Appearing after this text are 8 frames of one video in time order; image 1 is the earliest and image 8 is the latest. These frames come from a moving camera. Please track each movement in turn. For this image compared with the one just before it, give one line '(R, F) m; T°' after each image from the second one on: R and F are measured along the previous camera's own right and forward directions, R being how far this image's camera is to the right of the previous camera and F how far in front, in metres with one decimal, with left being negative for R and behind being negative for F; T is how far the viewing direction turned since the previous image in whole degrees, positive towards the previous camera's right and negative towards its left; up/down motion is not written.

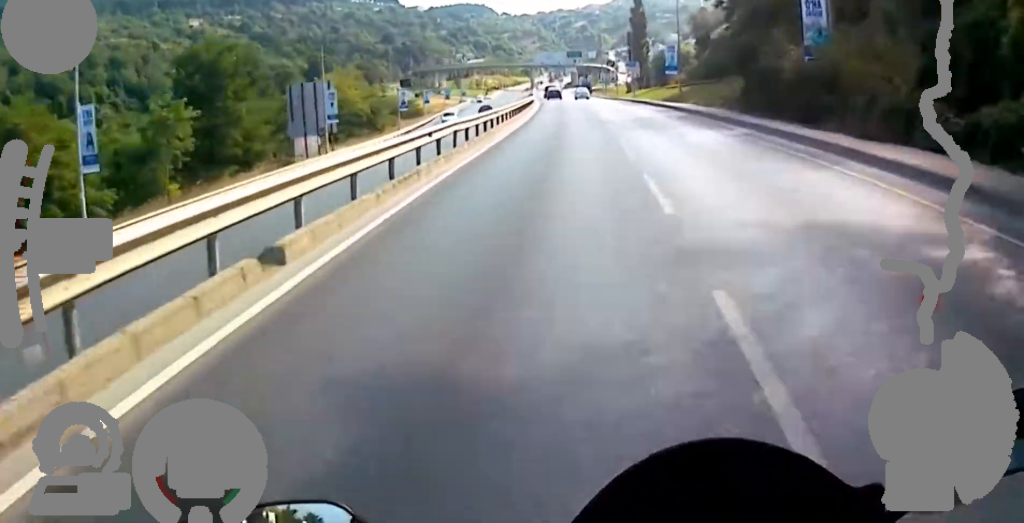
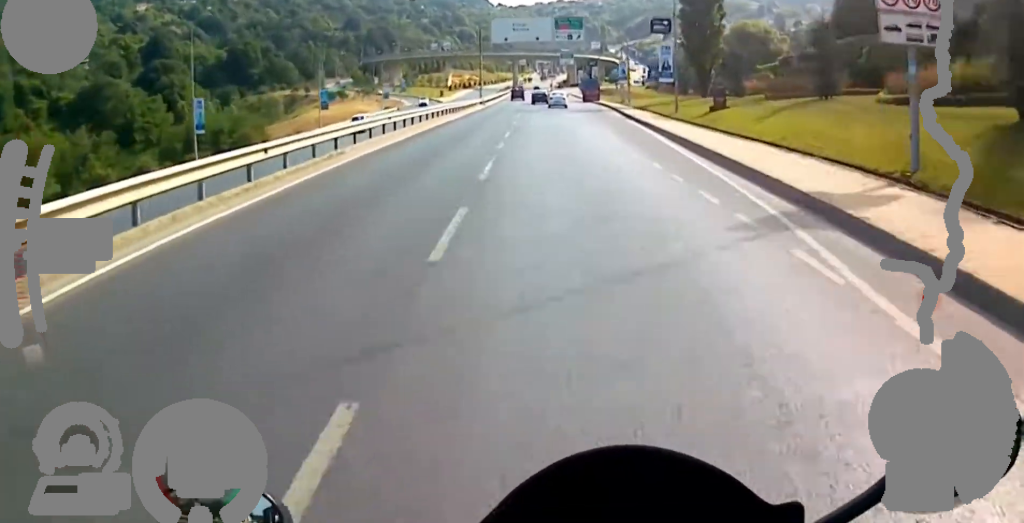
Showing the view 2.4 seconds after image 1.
(-3.6, +69.0) m; -3°
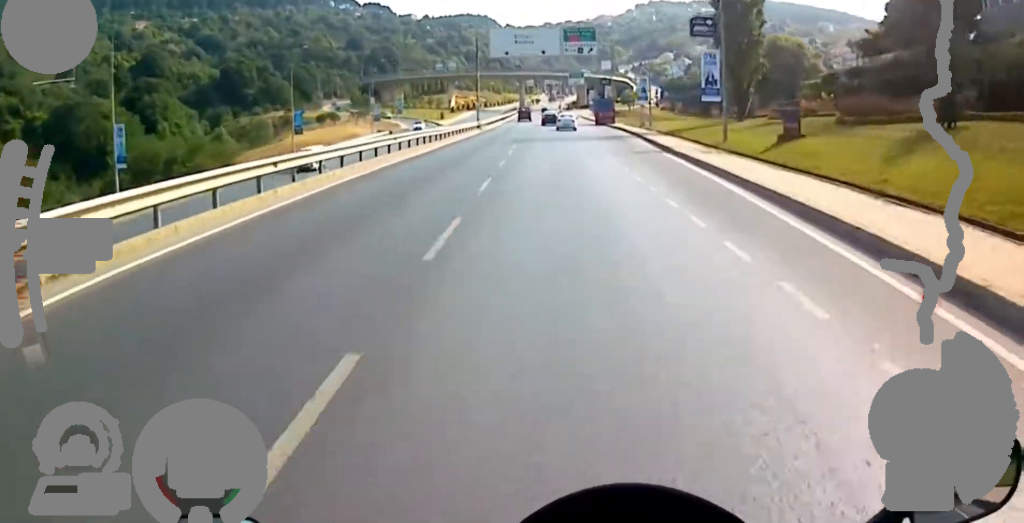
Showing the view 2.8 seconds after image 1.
(0.0, +10.8) m; 0°
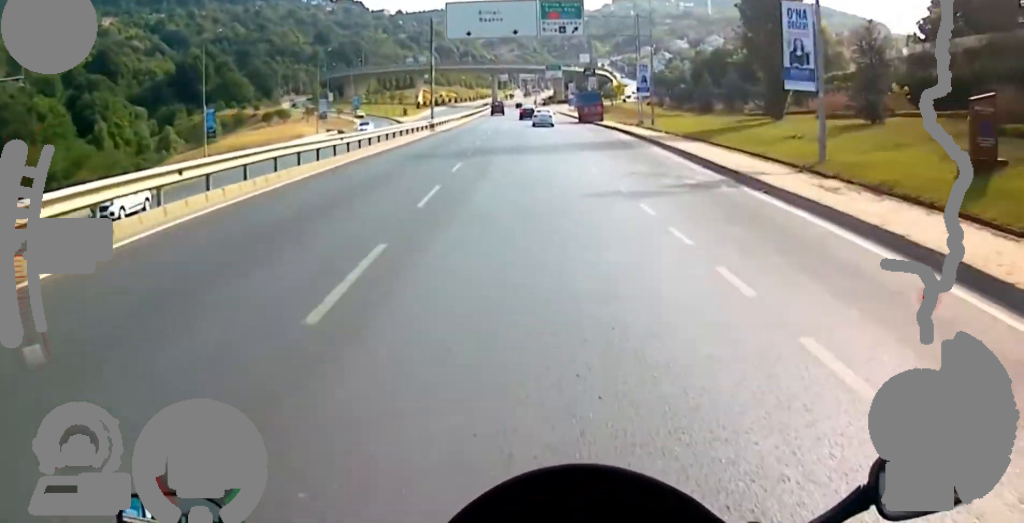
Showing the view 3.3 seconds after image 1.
(0.0, +13.8) m; 0°
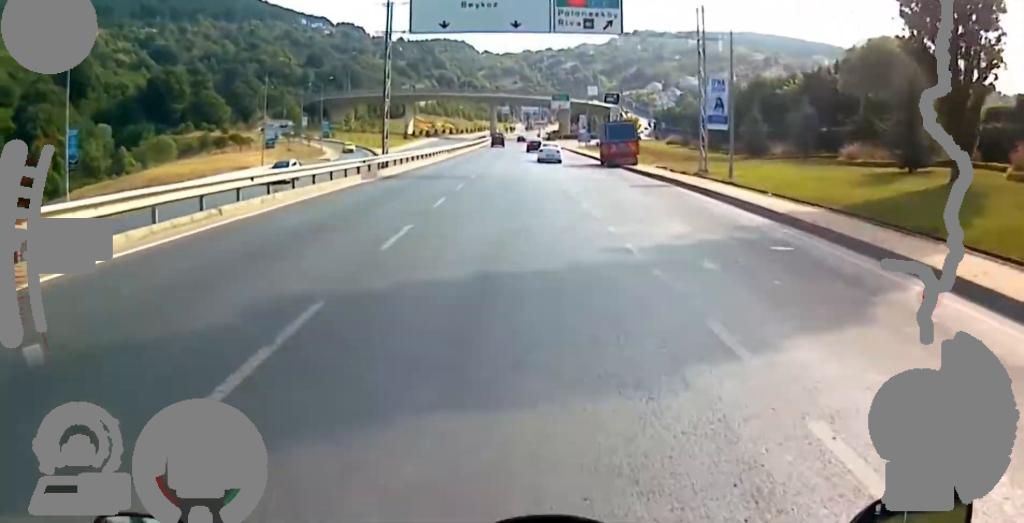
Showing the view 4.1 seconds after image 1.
(0.0, +19.6) m; 0°
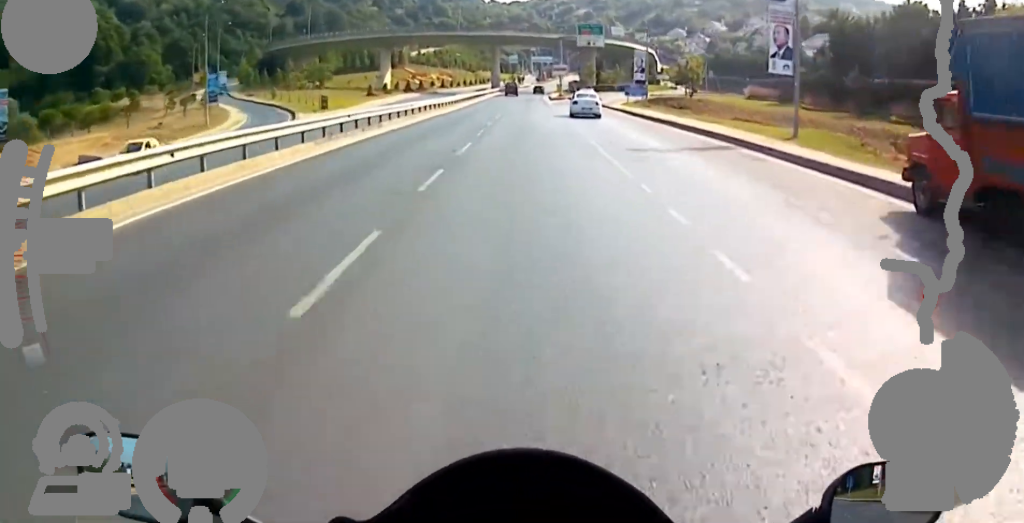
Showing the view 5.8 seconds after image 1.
(0.0, +44.4) m; 0°
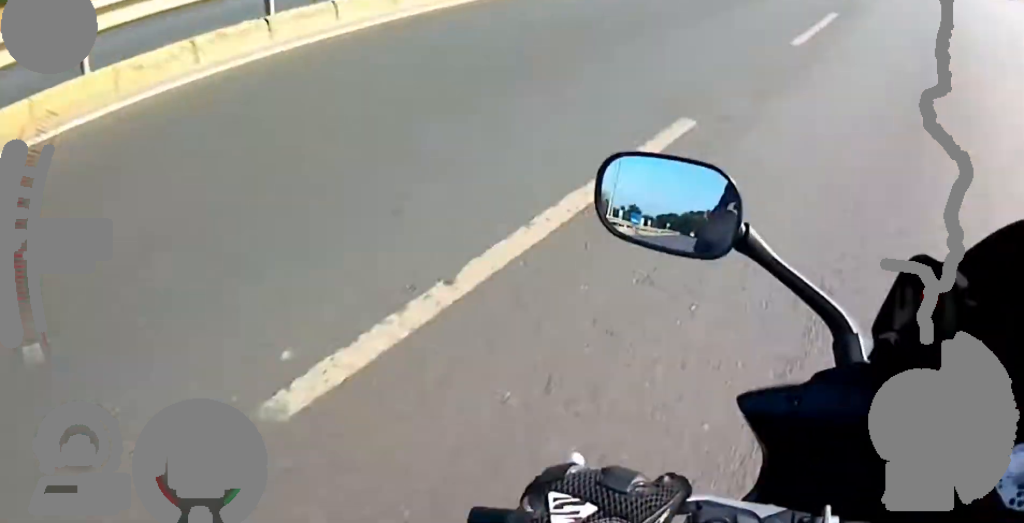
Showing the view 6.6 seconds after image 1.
(-0.1, +18.7) m; +1°
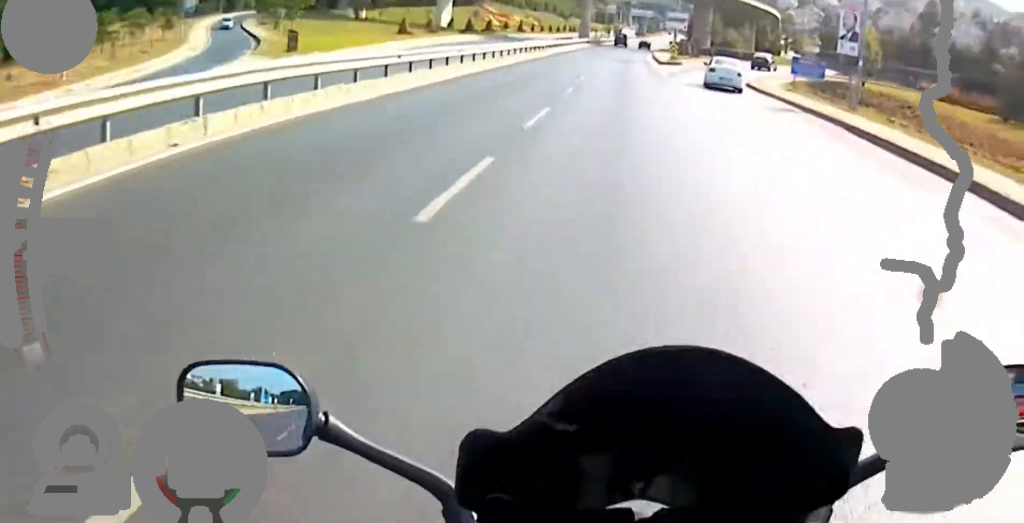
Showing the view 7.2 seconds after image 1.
(+0.3, +15.7) m; +1°
